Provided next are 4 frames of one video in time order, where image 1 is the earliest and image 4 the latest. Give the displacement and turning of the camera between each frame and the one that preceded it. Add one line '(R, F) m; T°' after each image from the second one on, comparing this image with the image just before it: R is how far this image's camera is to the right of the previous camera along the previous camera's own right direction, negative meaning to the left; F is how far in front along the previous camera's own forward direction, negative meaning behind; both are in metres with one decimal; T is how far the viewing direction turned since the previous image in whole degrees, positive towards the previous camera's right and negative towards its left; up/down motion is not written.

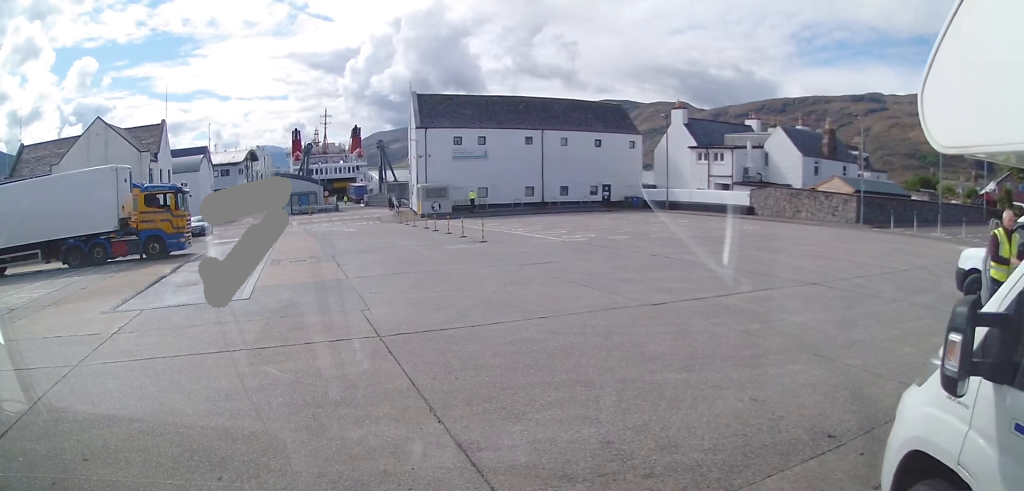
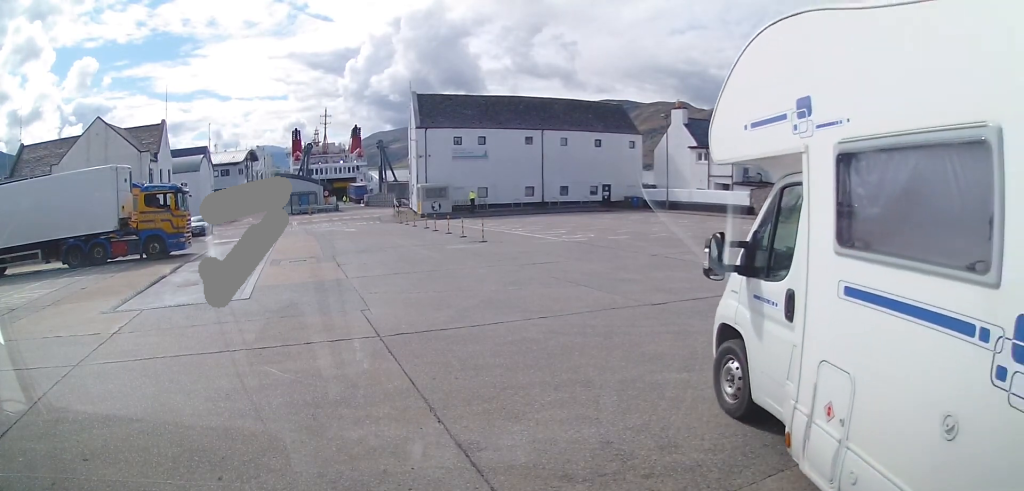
(+0.2, +0.4) m; 0°
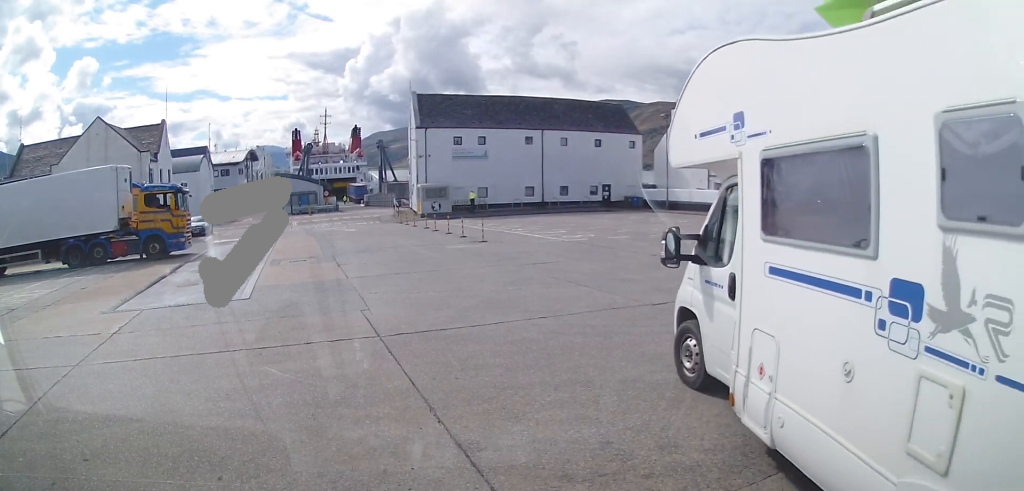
(0.0, 0.0) m; 0°
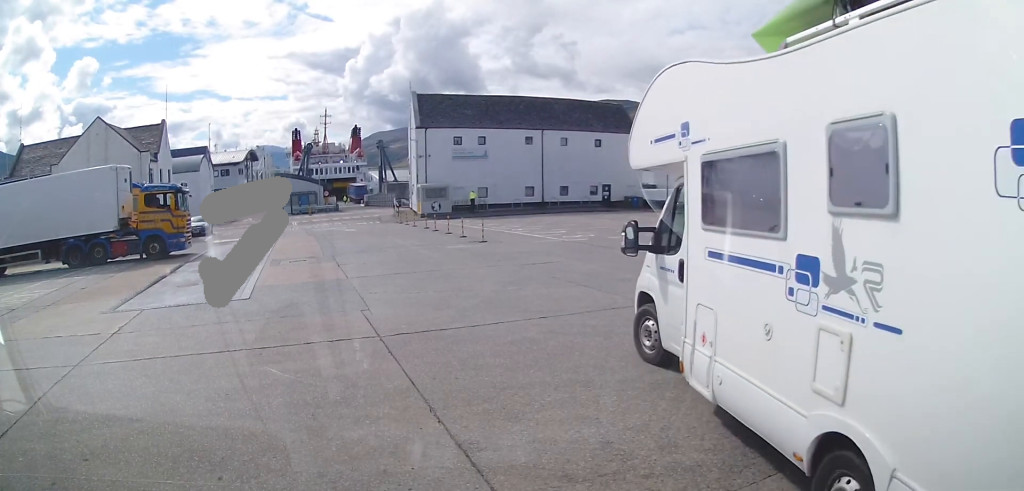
(0.0, 0.0) m; 0°
